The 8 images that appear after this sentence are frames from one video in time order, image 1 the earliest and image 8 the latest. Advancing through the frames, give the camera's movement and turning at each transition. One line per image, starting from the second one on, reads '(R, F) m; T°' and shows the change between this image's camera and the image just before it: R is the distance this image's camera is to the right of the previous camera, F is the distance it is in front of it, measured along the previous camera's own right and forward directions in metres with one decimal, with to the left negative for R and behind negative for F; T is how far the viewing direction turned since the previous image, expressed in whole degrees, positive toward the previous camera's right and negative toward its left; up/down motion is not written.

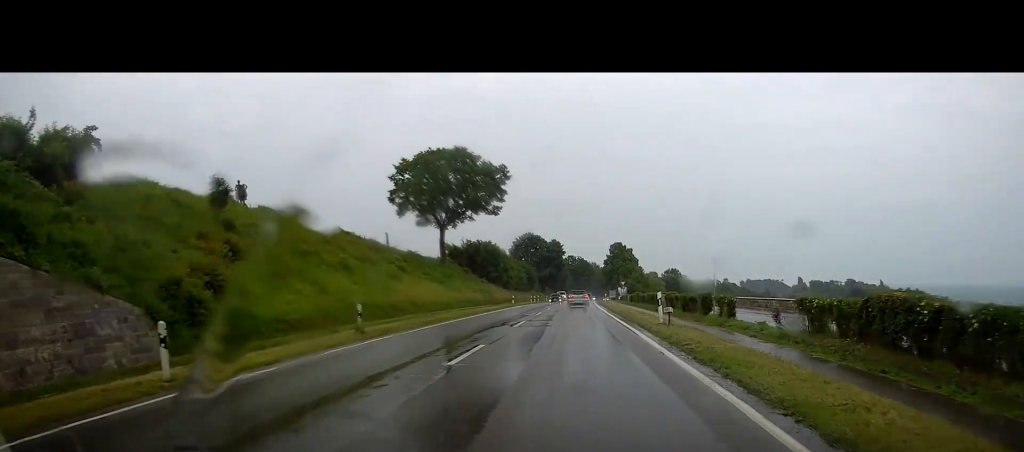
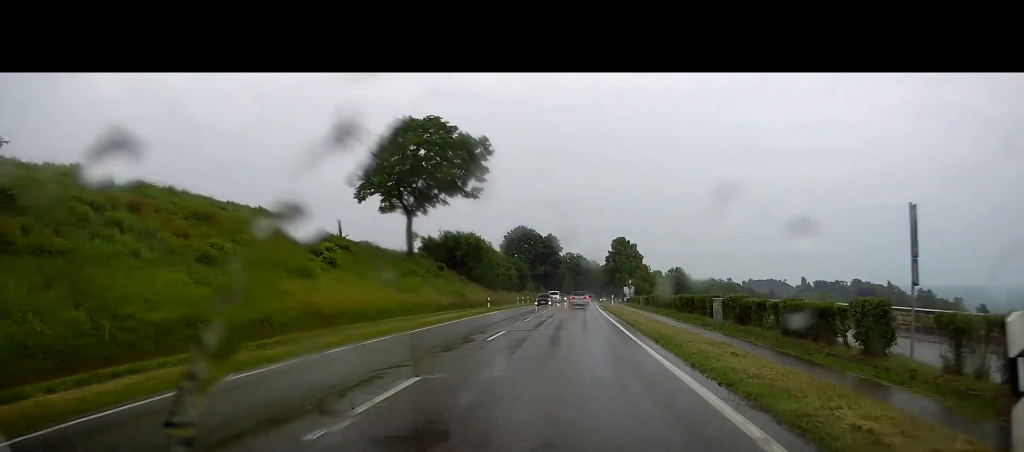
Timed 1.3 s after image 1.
(+0.3, +16.9) m; +1°
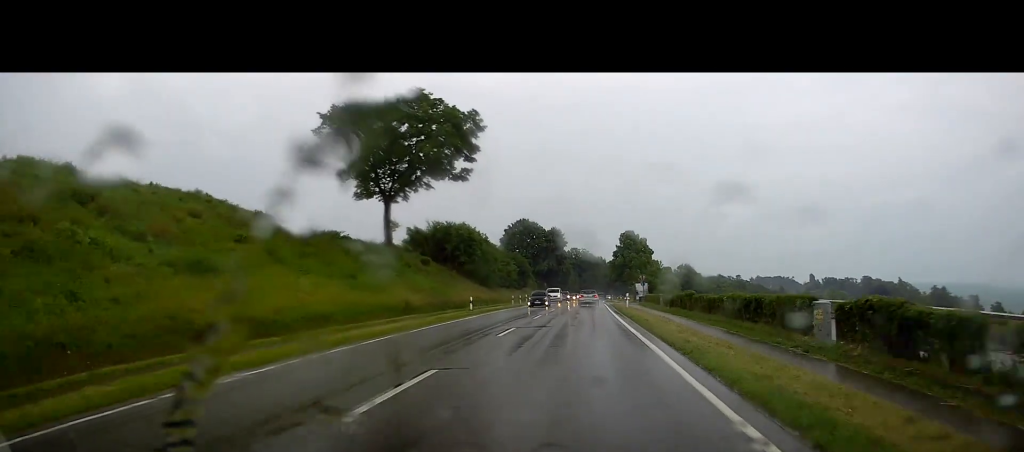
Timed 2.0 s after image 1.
(-0.1, +10.7) m; -1°
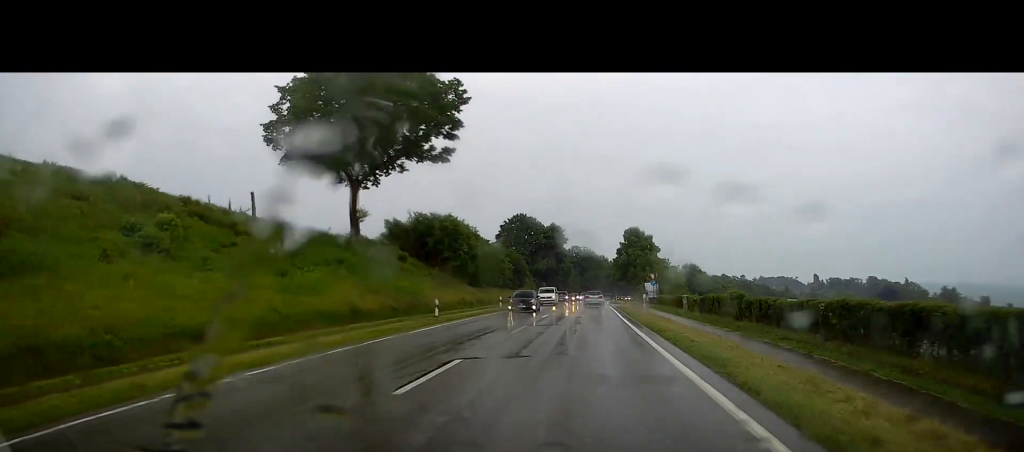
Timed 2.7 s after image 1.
(-0.1, +10.0) m; 0°
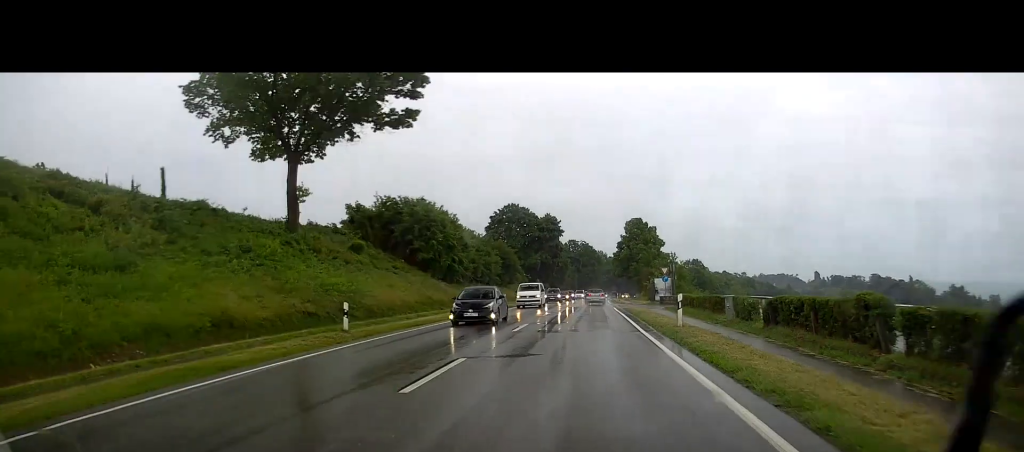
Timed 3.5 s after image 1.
(0.0, +11.7) m; 0°
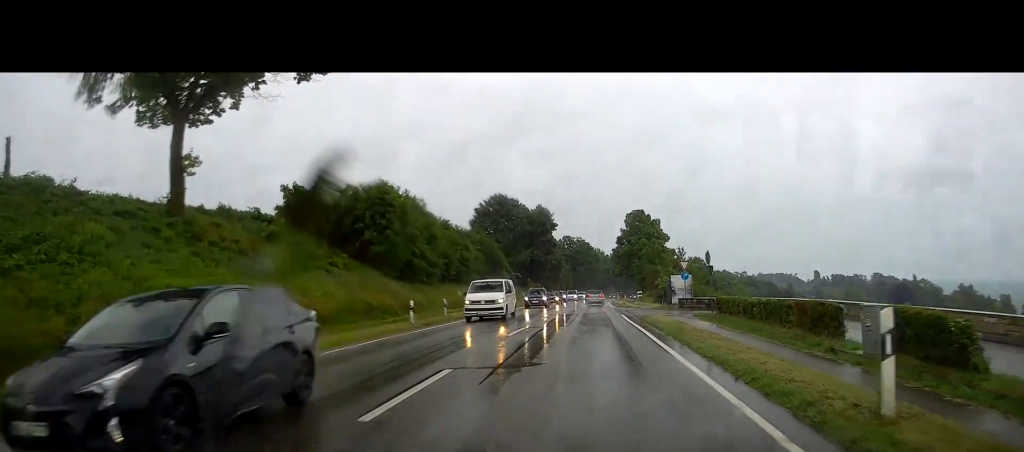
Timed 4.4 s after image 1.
(+0.2, +13.5) m; 0°
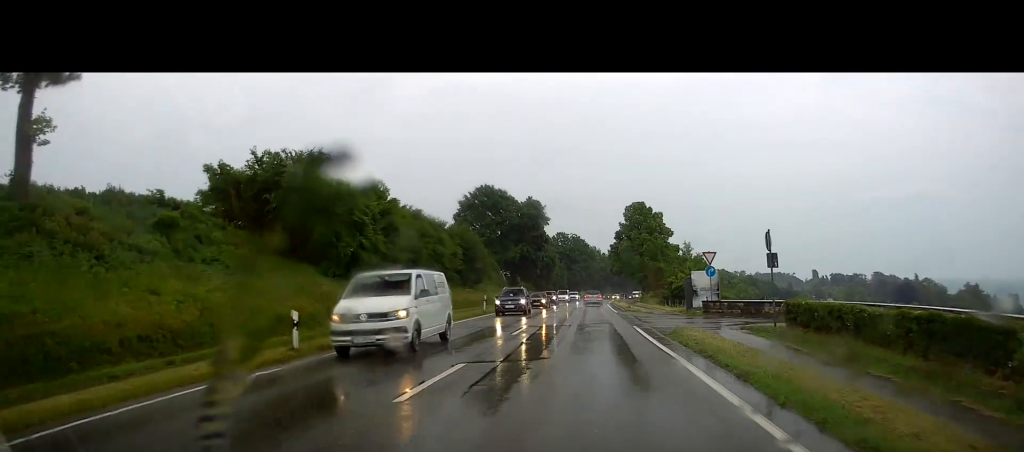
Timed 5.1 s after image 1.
(-0.1, +10.8) m; 0°
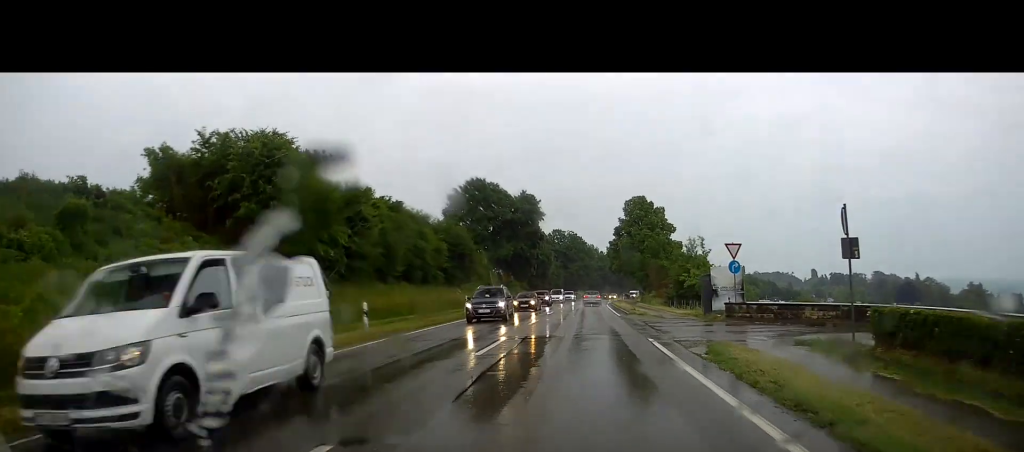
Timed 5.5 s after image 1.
(0.0, +6.2) m; 0°
